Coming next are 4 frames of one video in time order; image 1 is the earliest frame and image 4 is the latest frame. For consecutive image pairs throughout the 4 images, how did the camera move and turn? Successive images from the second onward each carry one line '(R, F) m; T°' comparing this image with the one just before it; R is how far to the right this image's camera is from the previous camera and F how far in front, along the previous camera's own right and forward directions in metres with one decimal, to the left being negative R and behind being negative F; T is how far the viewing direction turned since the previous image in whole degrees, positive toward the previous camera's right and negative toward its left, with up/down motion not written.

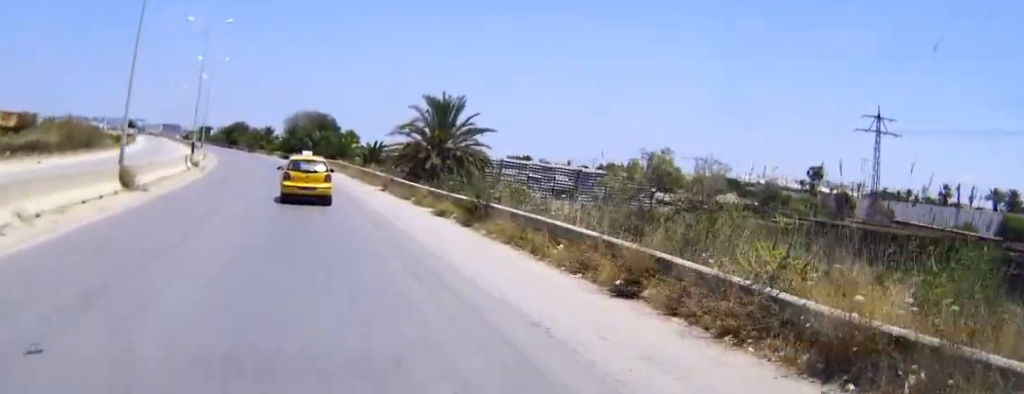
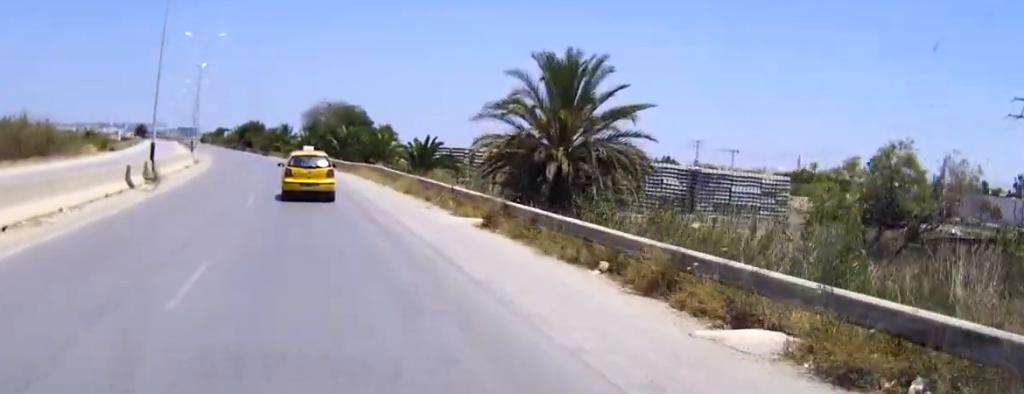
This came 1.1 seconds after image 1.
(-0.4, +19.2) m; -1°
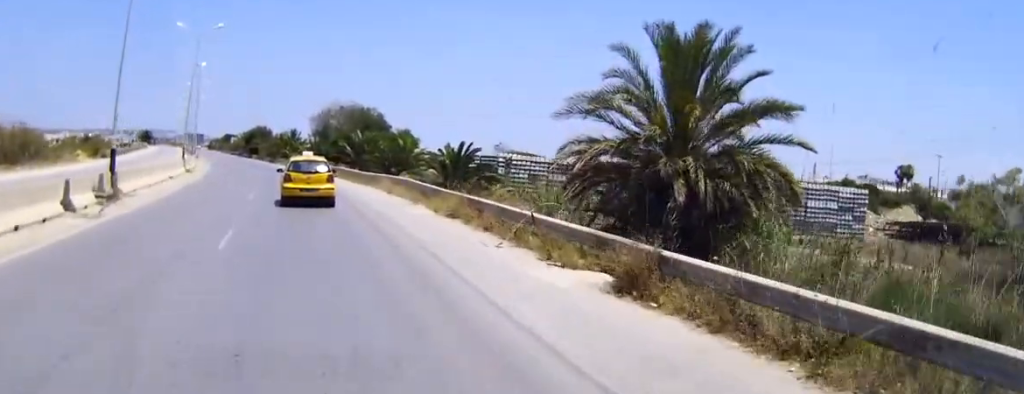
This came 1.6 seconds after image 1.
(0.0, +8.3) m; -1°
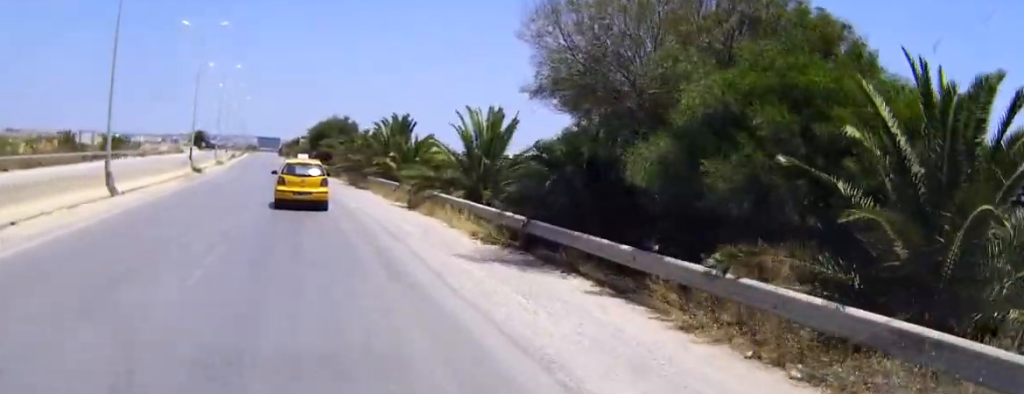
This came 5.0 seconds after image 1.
(-3.3, +54.6) m; -6°
